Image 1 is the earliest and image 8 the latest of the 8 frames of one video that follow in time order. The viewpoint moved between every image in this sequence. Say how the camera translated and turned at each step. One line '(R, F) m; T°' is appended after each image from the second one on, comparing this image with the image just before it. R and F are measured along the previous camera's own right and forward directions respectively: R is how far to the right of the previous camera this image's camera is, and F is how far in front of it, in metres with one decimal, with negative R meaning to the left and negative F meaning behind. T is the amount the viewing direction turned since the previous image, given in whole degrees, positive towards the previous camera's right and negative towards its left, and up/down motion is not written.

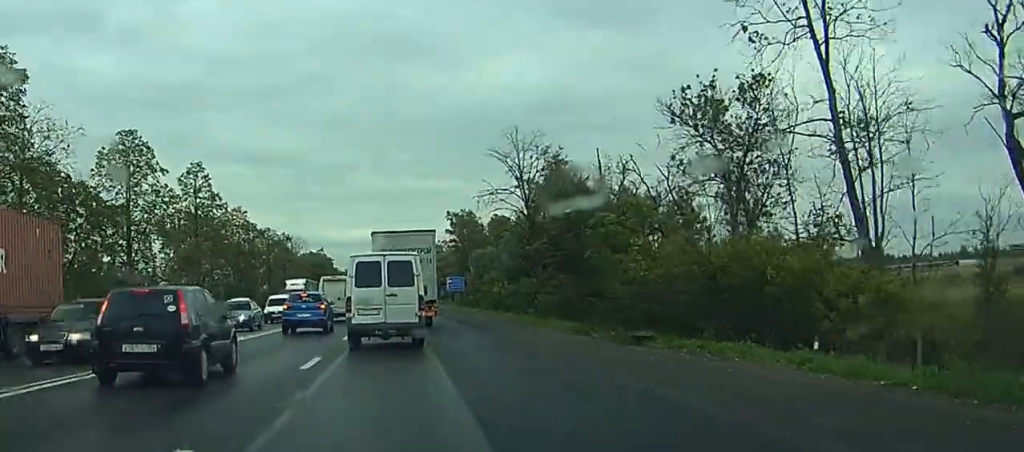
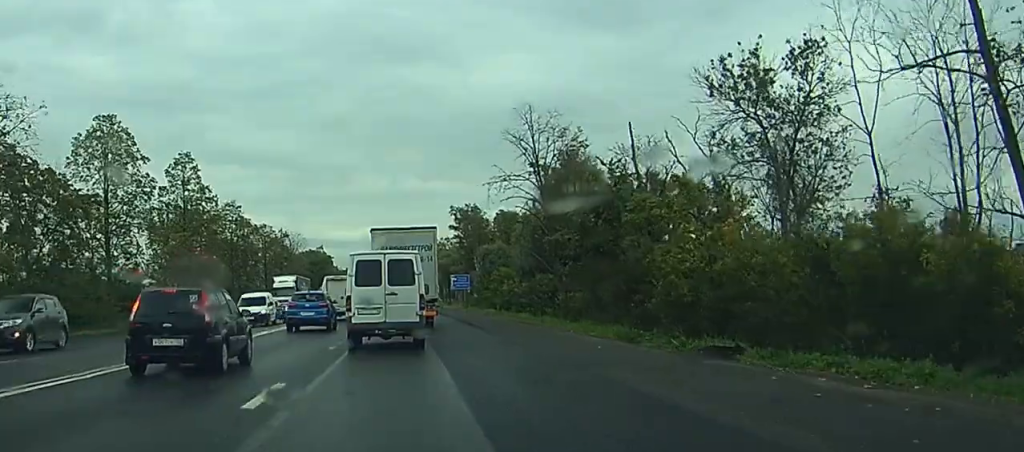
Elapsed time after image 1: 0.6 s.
(+0.1, +7.5) m; +1°
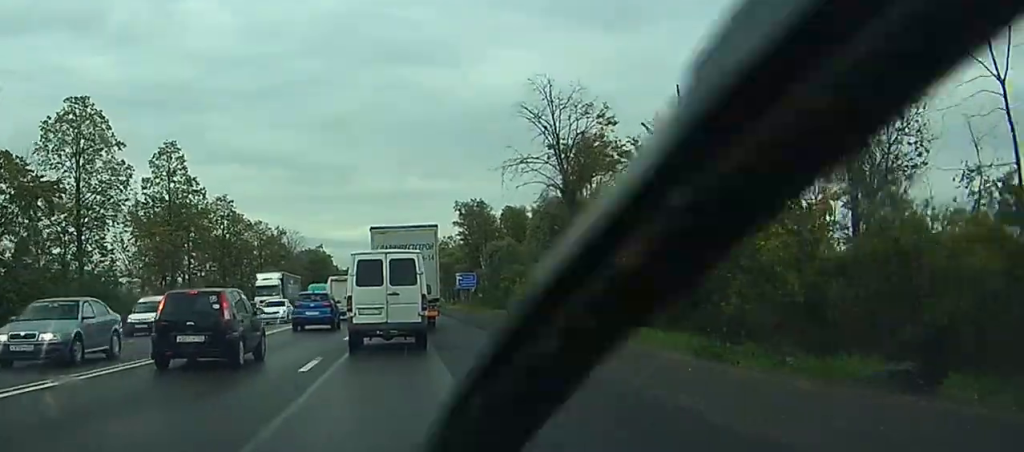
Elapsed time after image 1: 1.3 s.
(0.0, +7.5) m; 0°
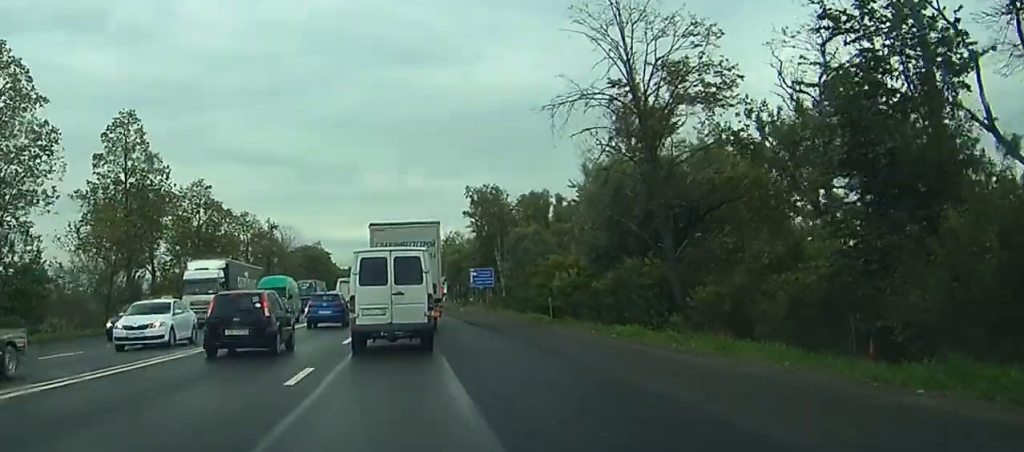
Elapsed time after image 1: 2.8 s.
(0.0, +15.8) m; 0°
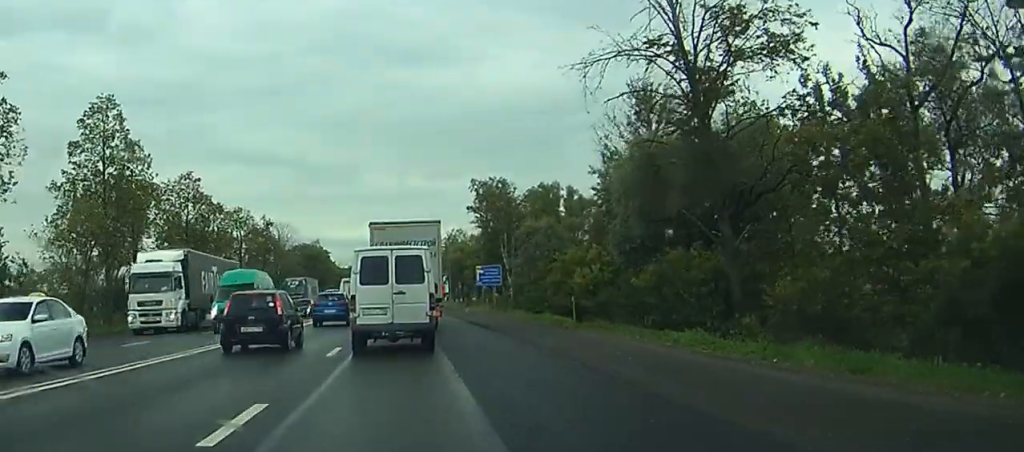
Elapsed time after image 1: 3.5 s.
(0.0, +5.9) m; 0°
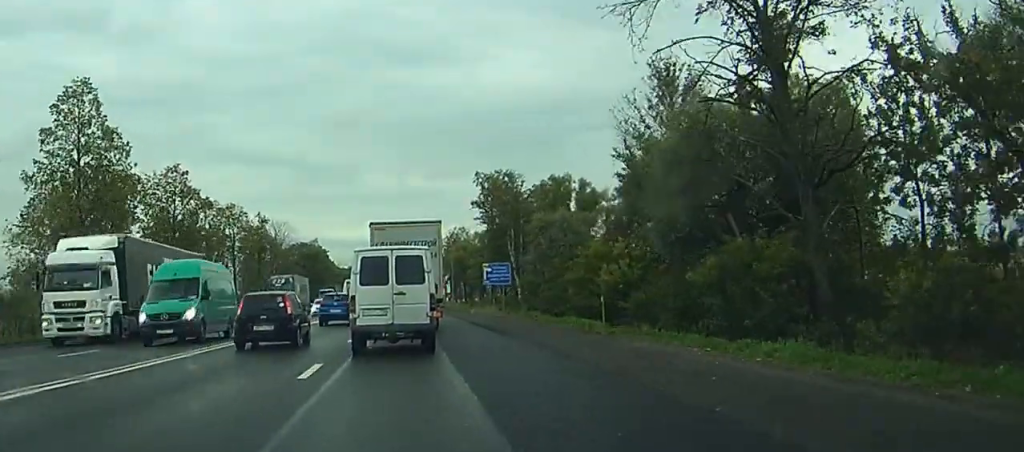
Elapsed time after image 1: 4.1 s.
(0.0, +5.6) m; 0°
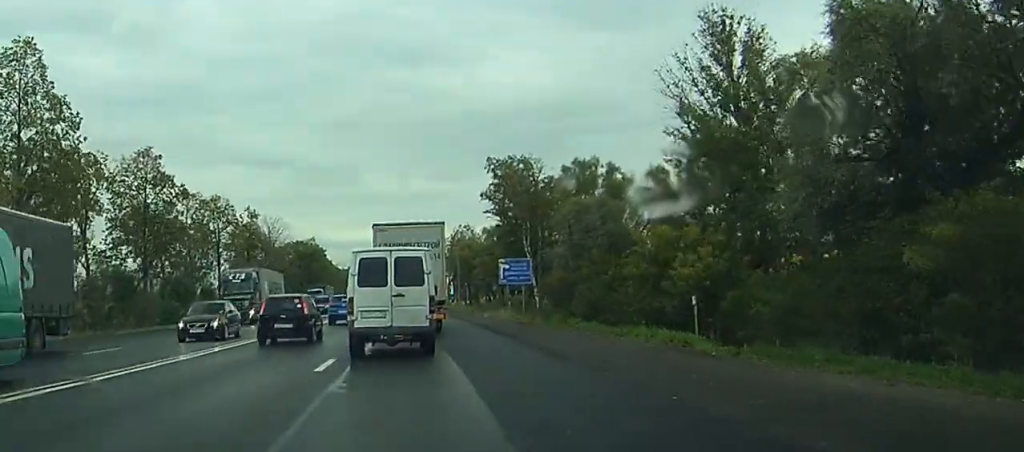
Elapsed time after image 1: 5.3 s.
(0.0, +10.4) m; 0°
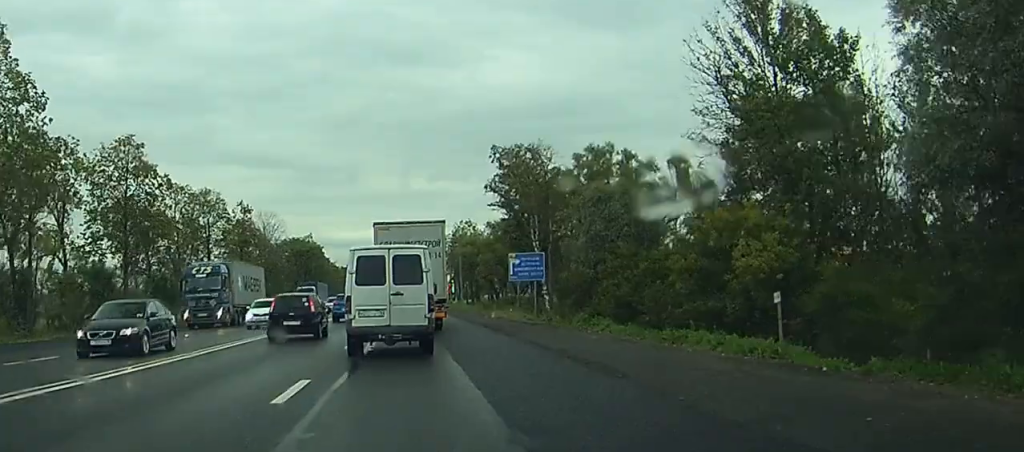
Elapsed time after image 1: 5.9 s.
(0.0, +5.1) m; 0°
